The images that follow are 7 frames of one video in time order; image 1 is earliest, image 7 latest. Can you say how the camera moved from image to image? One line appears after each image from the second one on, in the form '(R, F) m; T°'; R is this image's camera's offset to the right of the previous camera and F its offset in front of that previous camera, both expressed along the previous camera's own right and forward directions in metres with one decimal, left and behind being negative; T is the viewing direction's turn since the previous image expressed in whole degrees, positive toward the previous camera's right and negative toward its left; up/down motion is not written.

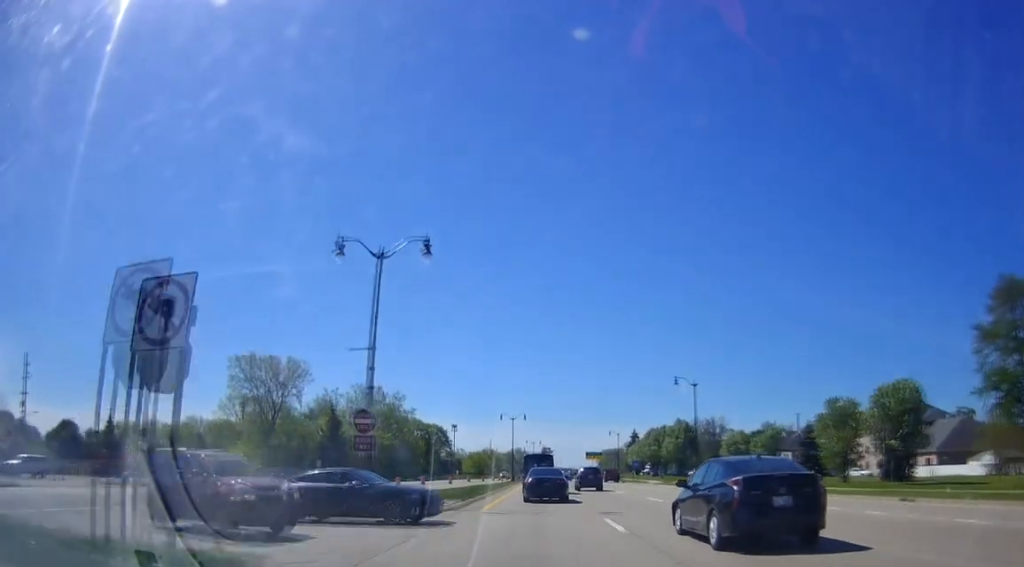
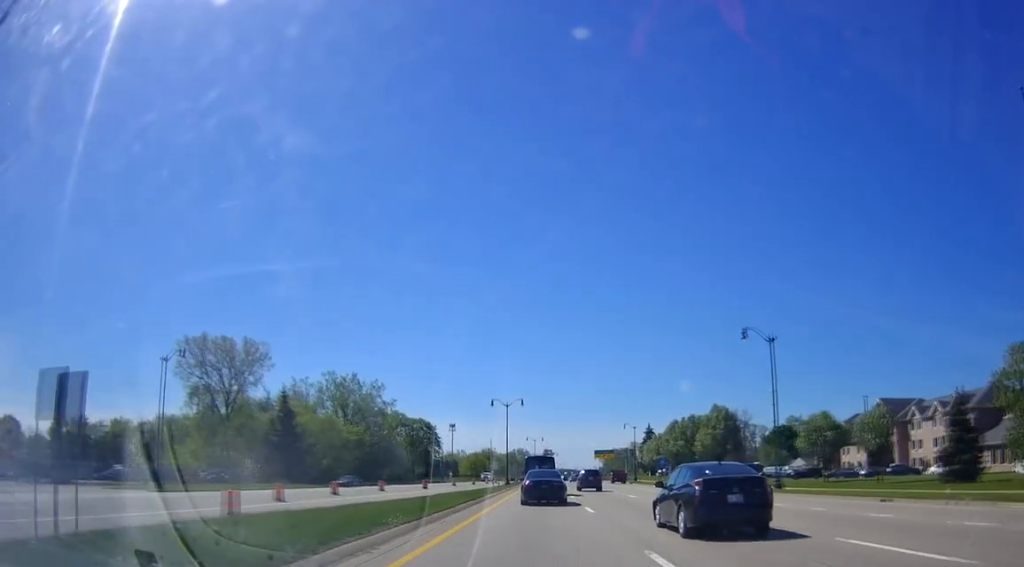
(+0.7, +23.7) m; +3°
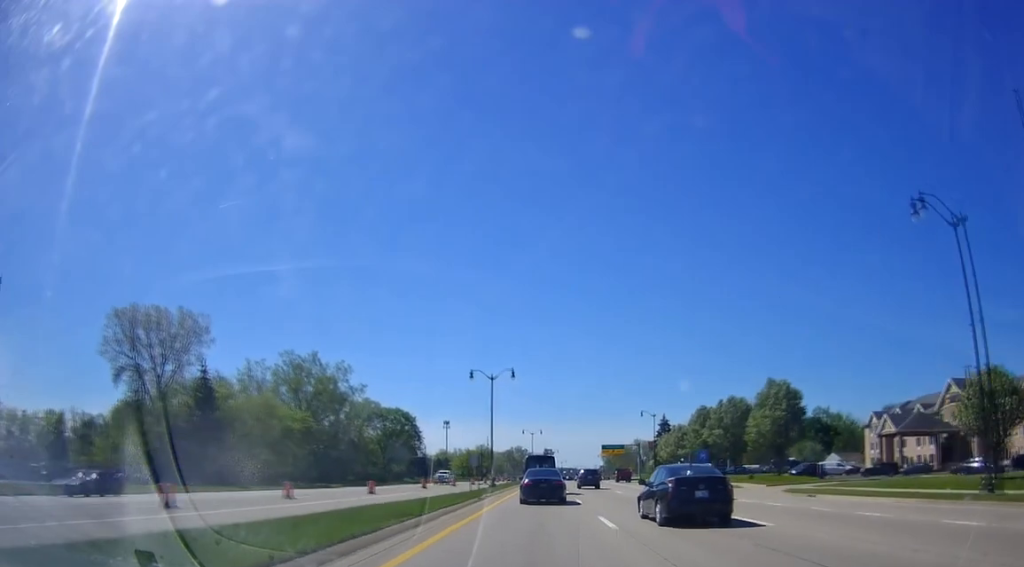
(-0.2, +25.0) m; -1°
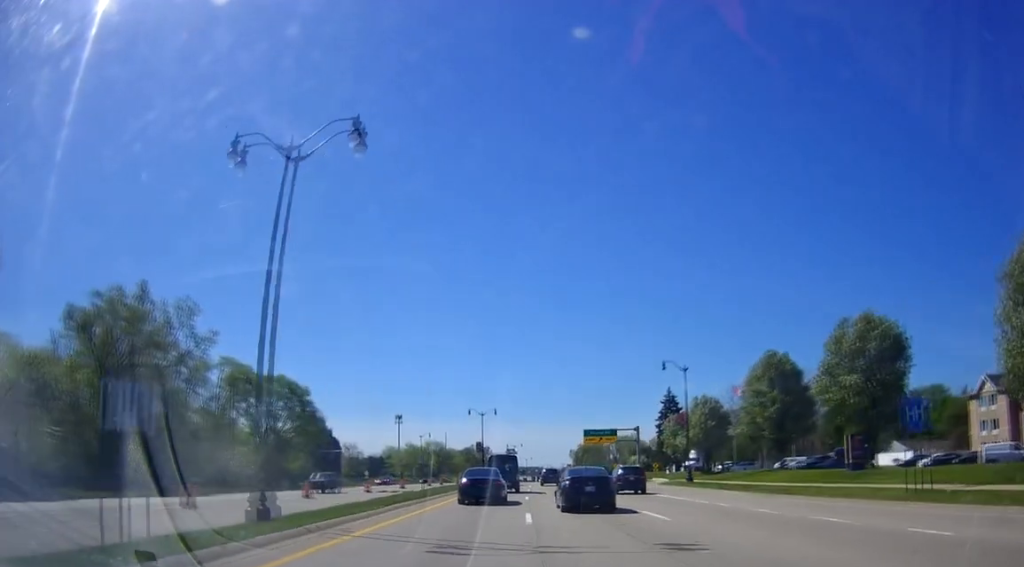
(+0.5, +43.9) m; +2°
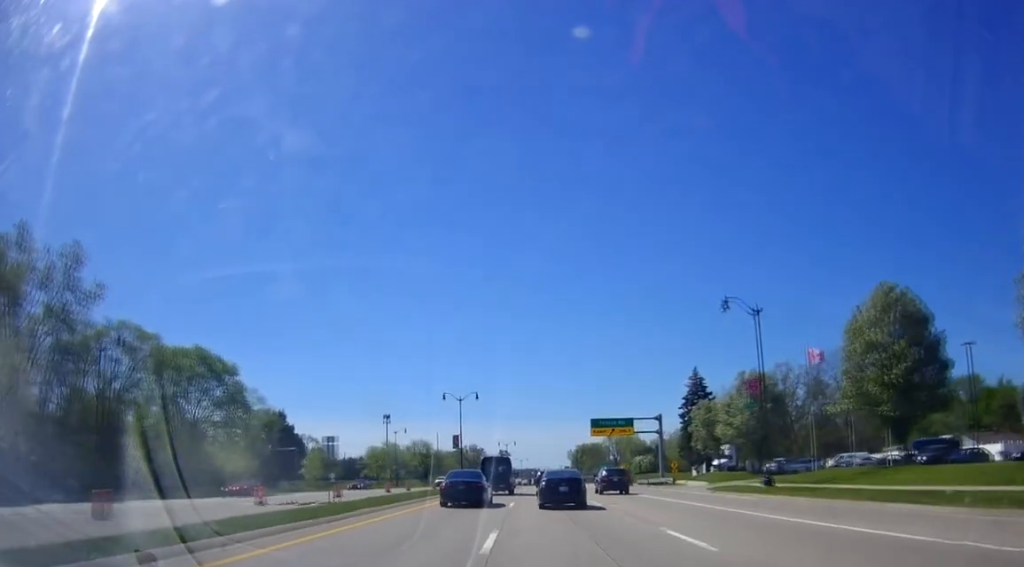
(+0.1, +21.1) m; +1°
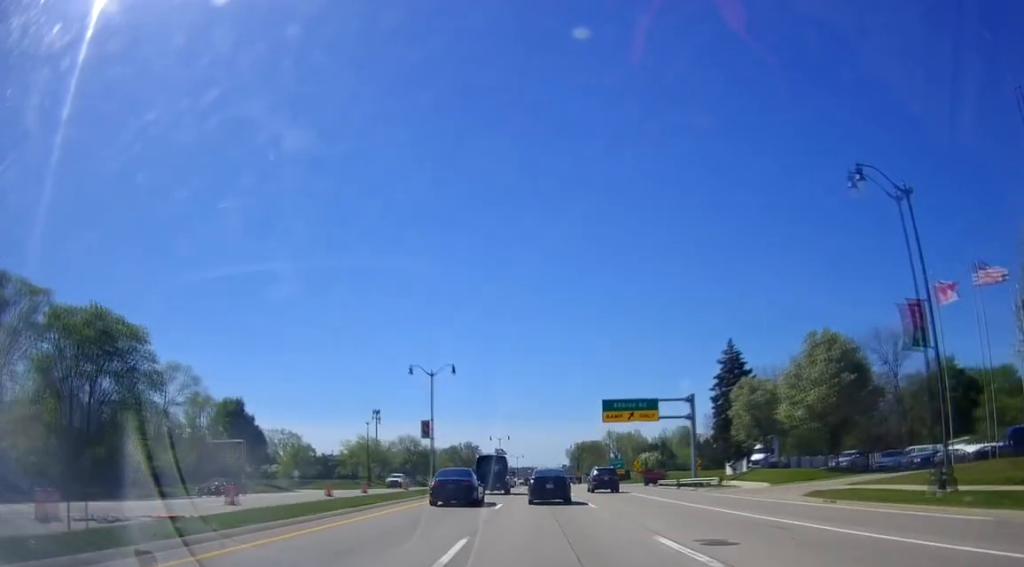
(+0.1, +18.7) m; +1°
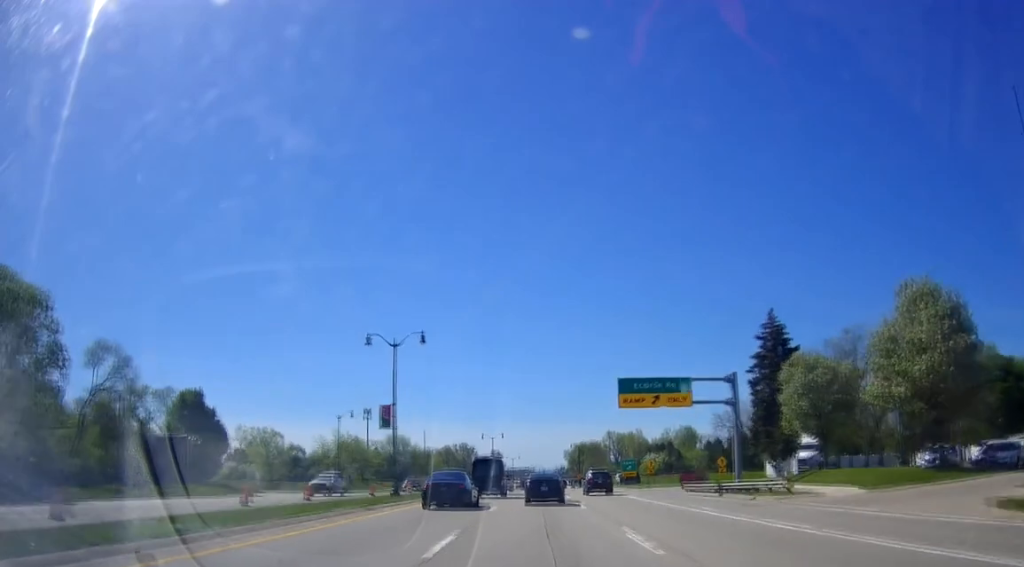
(+0.1, +15.3) m; 0°
